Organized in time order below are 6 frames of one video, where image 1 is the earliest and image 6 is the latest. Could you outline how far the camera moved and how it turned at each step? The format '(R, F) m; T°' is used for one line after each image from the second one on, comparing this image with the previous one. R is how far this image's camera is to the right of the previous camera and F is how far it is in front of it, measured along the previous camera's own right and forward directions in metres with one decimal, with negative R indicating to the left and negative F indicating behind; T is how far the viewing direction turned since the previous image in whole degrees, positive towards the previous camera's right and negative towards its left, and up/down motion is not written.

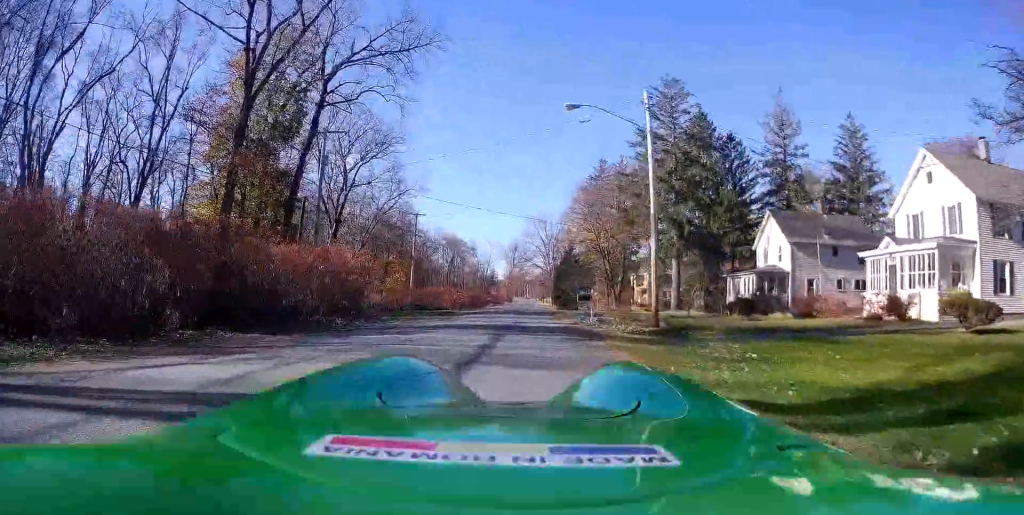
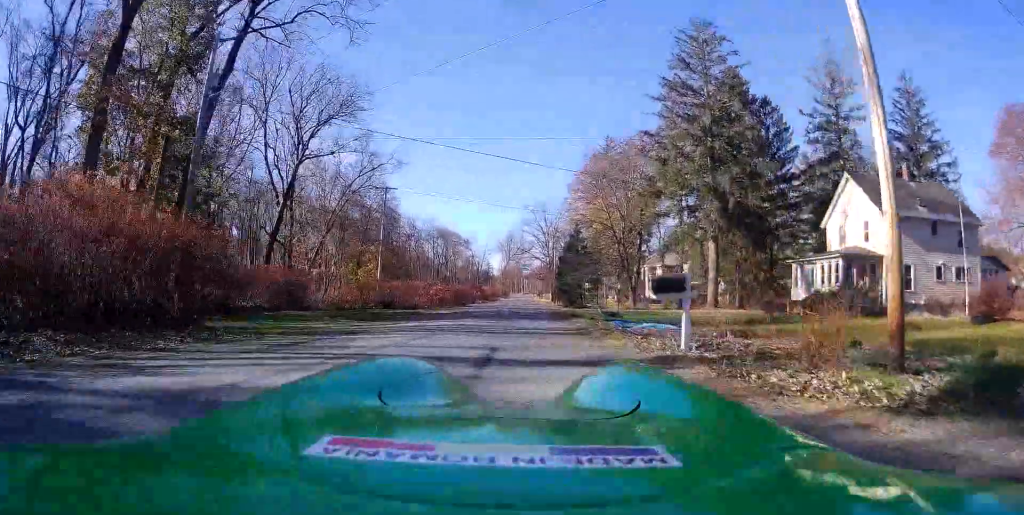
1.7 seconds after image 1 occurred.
(-0.5, +14.8) m; -1°
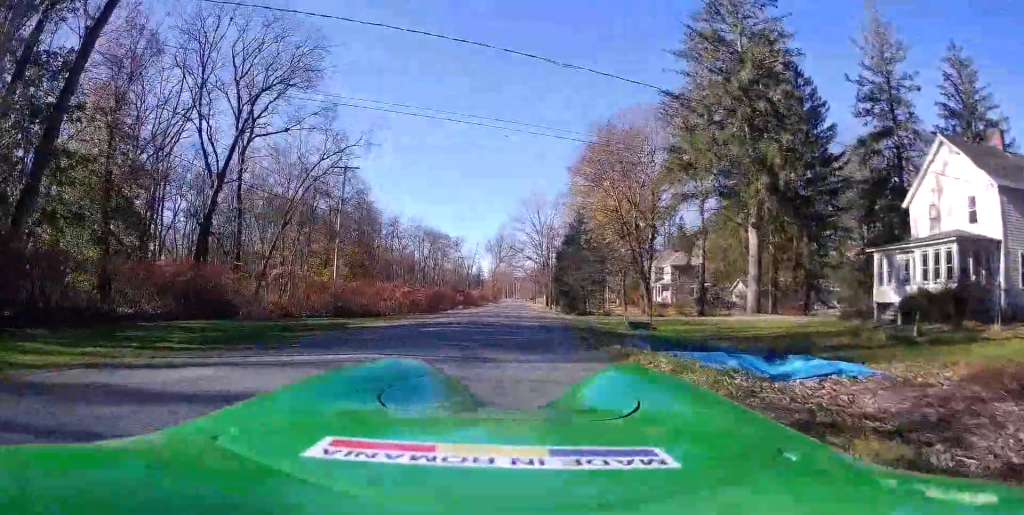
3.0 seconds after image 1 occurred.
(0.0, +11.2) m; -2°
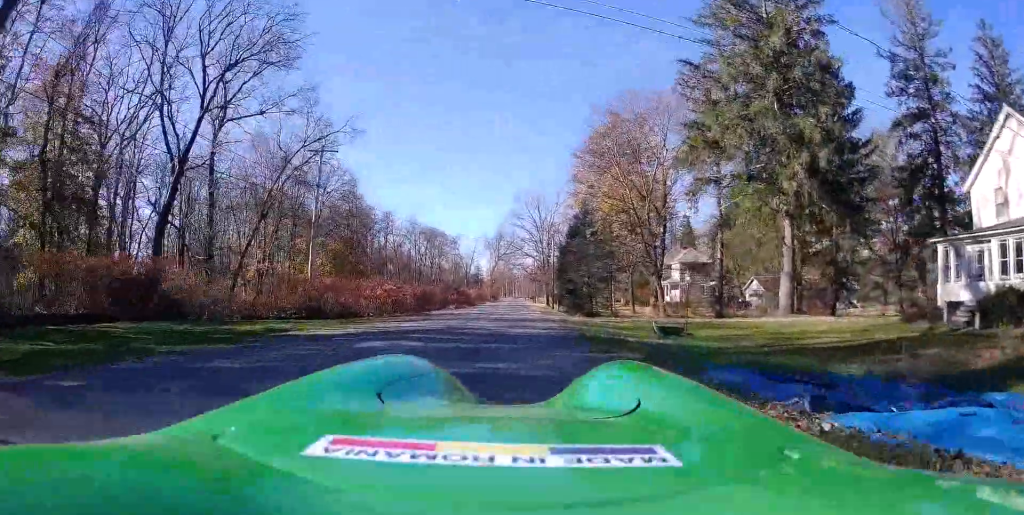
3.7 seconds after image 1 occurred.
(-0.1, +5.8) m; -1°
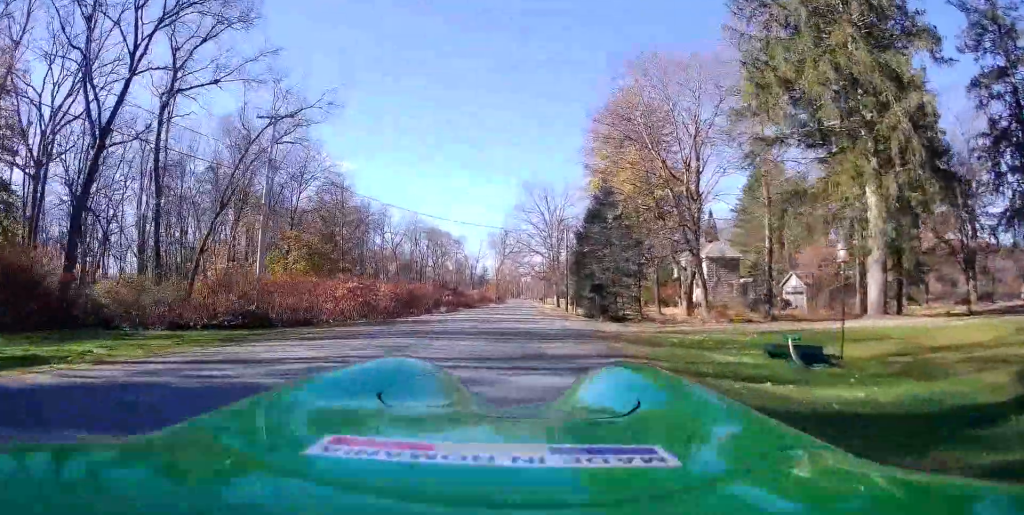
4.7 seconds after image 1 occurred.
(0.0, +9.1) m; 0°
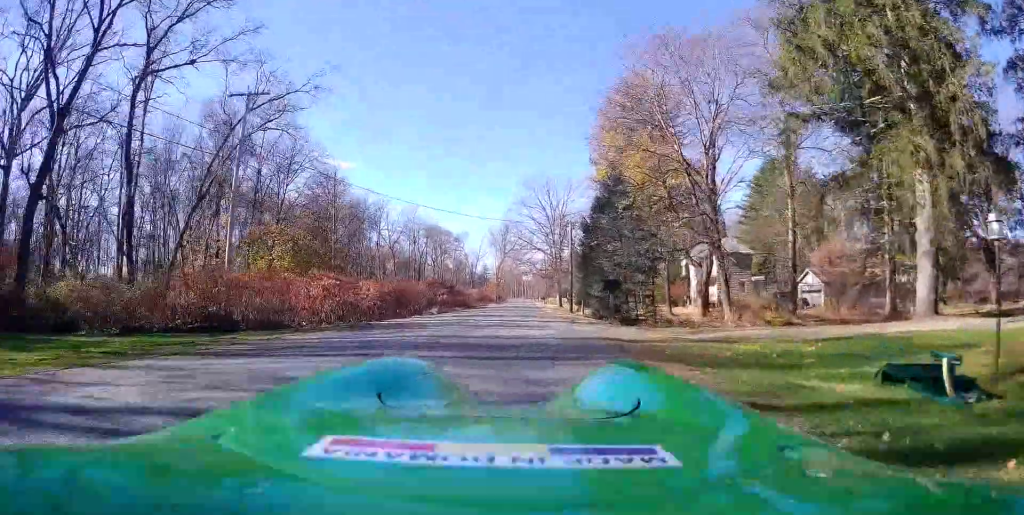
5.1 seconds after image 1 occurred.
(0.0, +3.6) m; 0°
